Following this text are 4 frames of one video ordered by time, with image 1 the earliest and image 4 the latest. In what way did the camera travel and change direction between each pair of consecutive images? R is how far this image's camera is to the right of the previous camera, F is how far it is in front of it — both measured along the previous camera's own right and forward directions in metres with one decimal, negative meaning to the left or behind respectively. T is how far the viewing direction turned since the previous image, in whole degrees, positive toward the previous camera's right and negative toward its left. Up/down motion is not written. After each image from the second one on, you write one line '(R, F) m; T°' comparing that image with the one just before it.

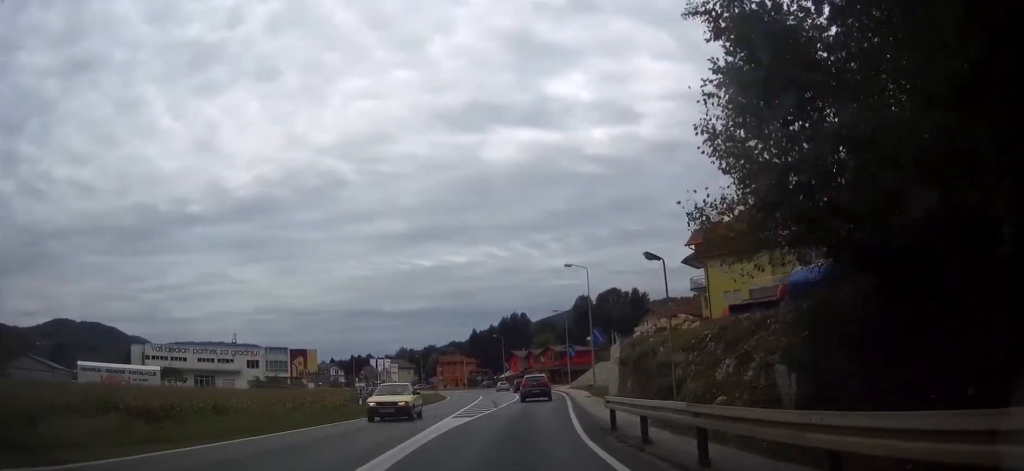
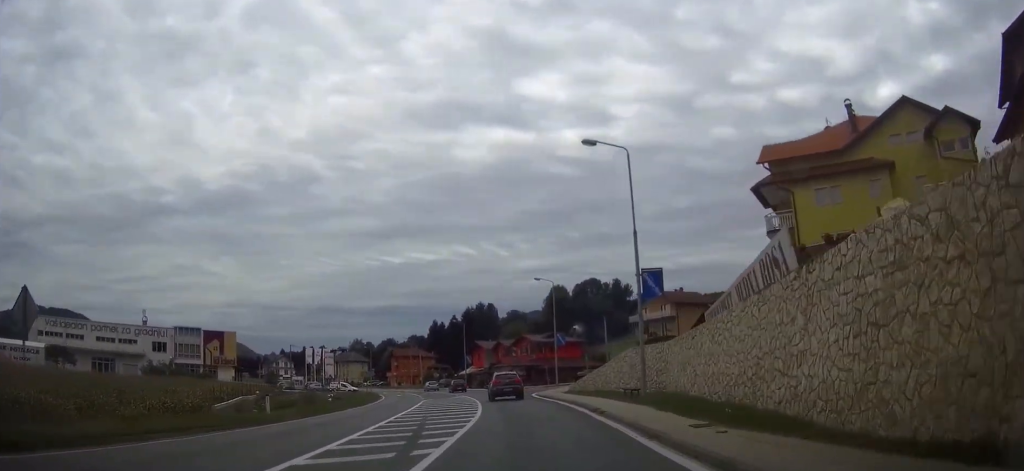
(+0.8, +28.0) m; +4°
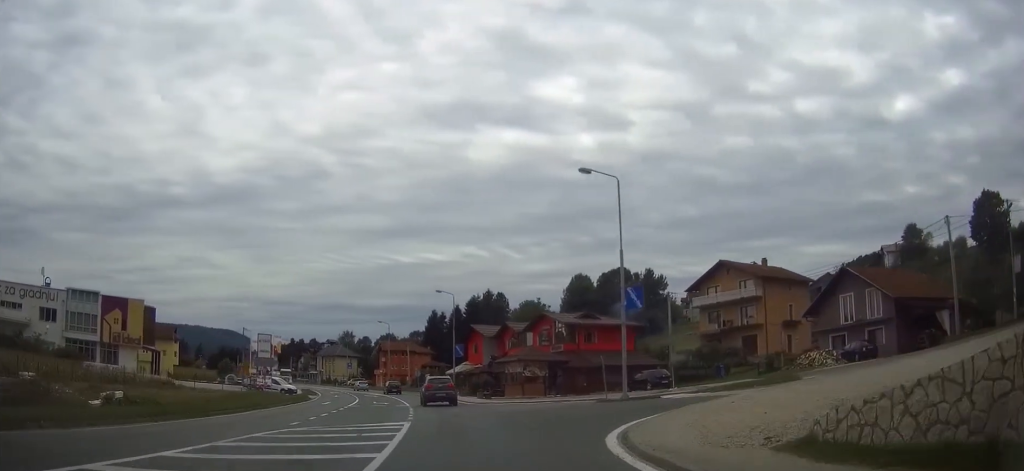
(+0.5, +34.4) m; -1°
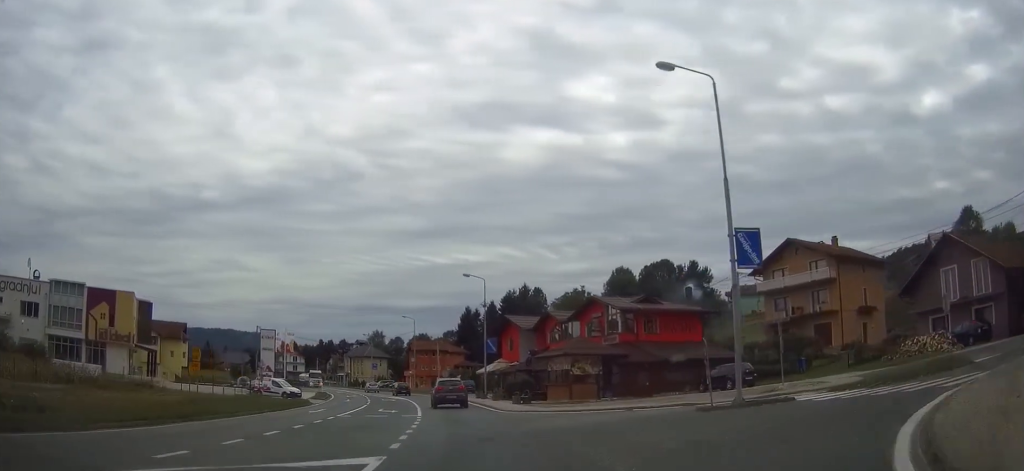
(-0.2, +10.5) m; -2°
